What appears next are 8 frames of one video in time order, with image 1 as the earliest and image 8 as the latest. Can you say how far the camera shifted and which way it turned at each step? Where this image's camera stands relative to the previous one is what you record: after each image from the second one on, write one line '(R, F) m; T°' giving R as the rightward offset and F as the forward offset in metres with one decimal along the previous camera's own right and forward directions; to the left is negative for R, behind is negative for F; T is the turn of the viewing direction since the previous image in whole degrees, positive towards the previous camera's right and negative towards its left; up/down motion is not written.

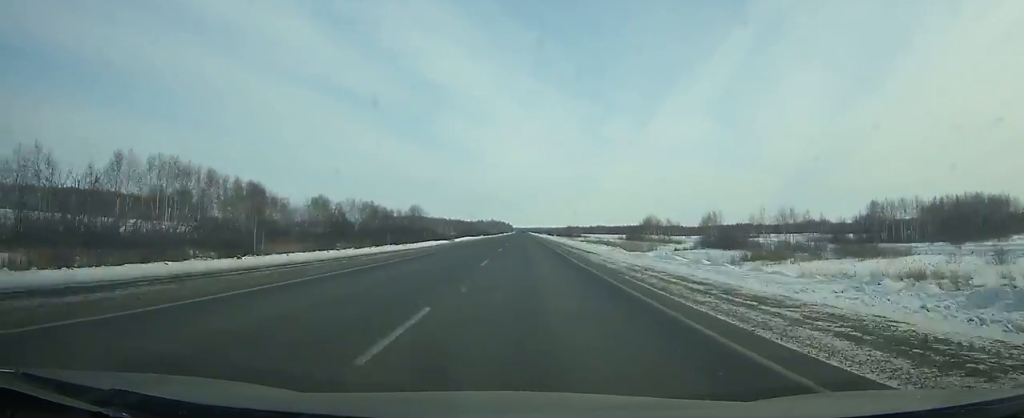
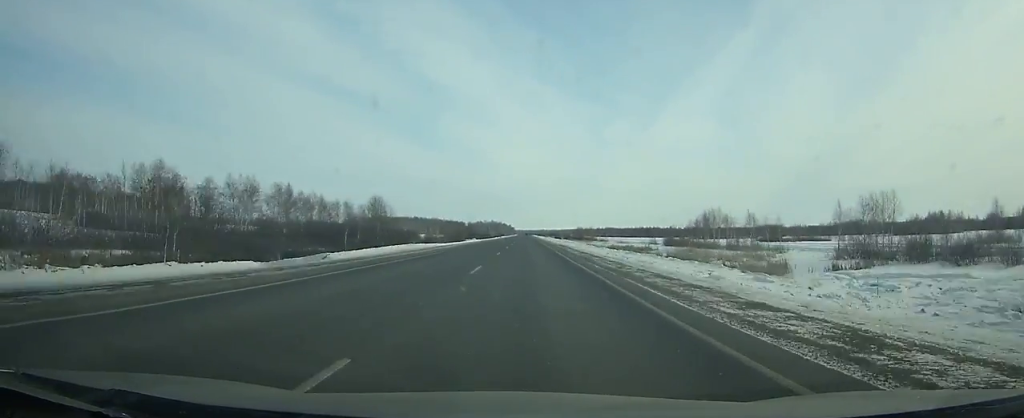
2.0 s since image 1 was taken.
(0.0, +67.9) m; 0°
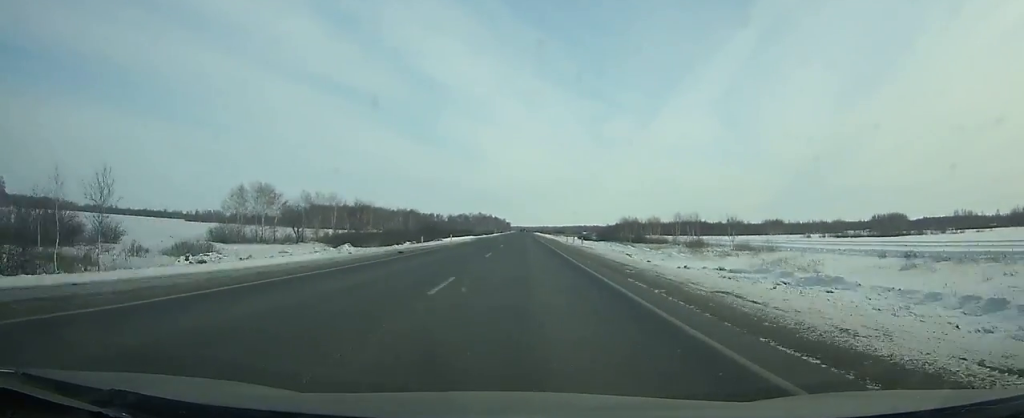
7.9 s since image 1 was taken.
(-0.4, +198.1) m; 0°
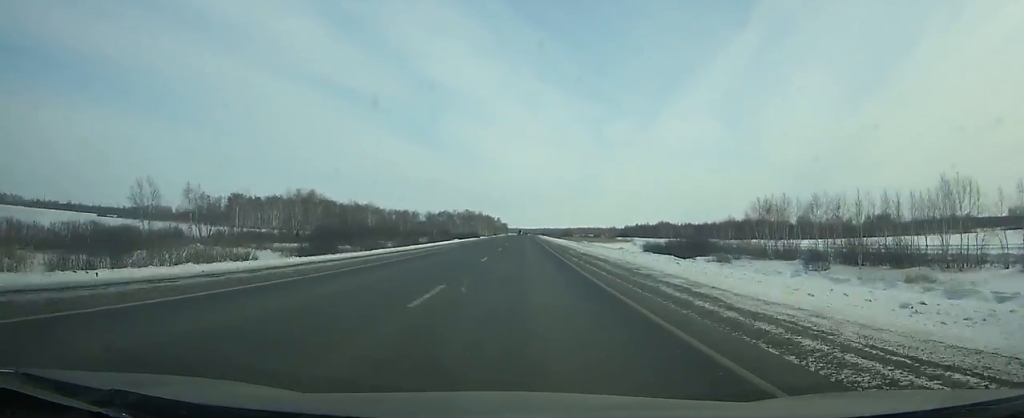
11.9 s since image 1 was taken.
(+0.1, +131.2) m; 0°
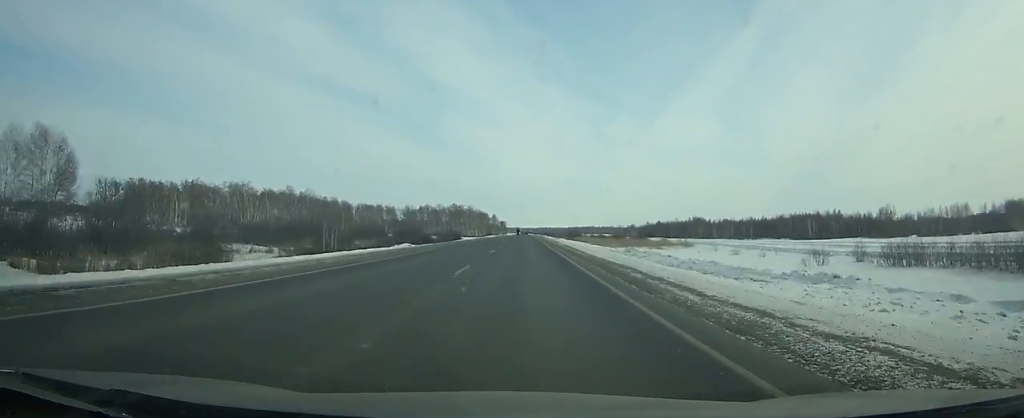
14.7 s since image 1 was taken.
(0.0, +90.3) m; 0°
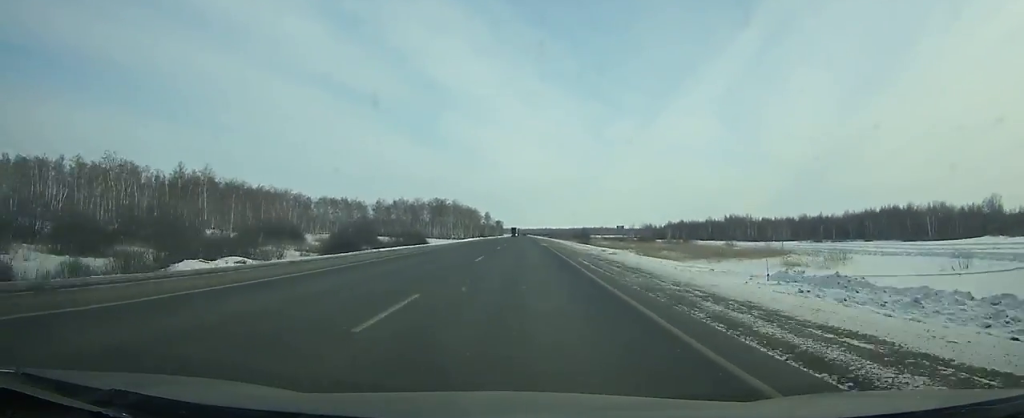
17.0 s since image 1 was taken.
(0.0, +73.6) m; 0°
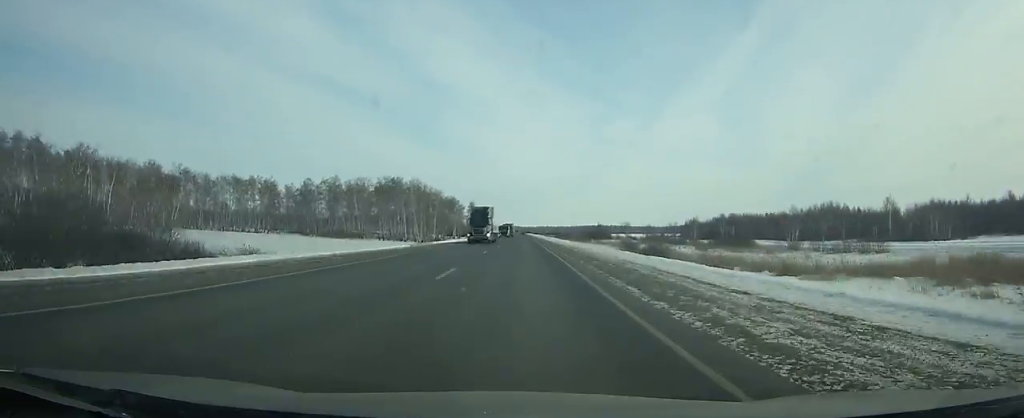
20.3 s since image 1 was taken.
(0.0, +104.9) m; 0°
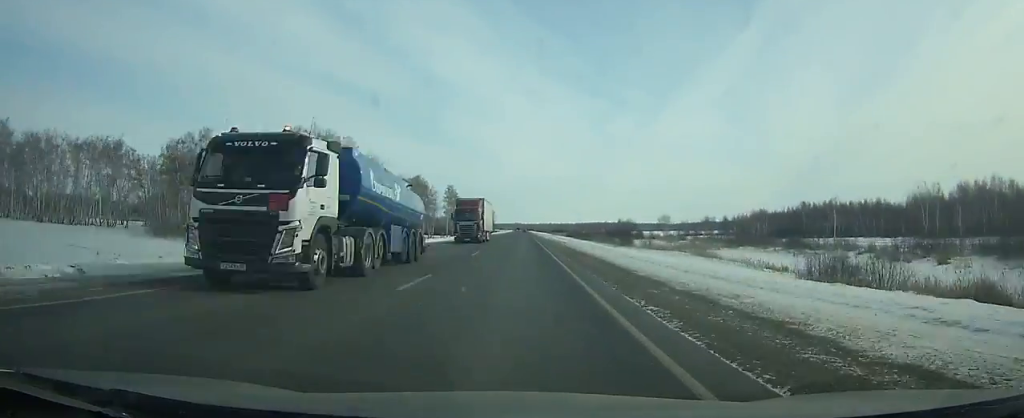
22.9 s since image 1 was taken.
(+0.1, +82.5) m; 0°
